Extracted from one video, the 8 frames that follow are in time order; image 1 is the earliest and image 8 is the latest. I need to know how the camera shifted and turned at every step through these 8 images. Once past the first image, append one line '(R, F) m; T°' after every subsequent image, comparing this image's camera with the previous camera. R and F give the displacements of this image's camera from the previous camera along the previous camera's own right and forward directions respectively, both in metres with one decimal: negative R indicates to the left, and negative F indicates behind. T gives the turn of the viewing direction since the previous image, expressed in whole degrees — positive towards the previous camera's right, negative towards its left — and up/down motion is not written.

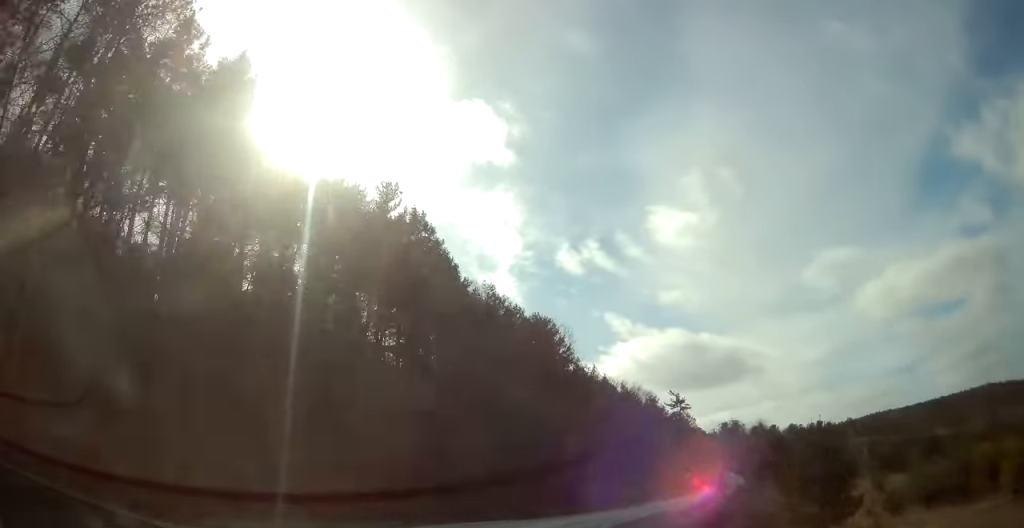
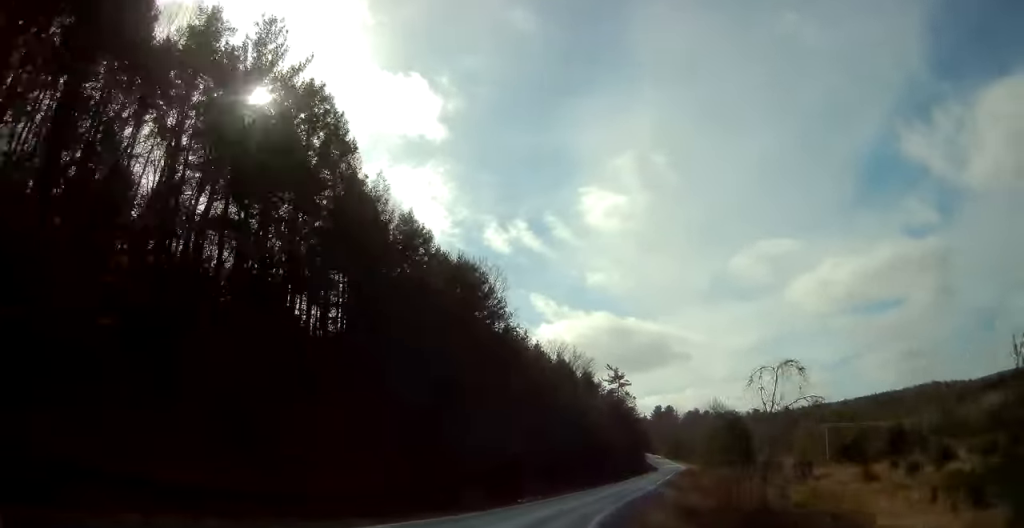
(+0.9, +14.1) m; +6°
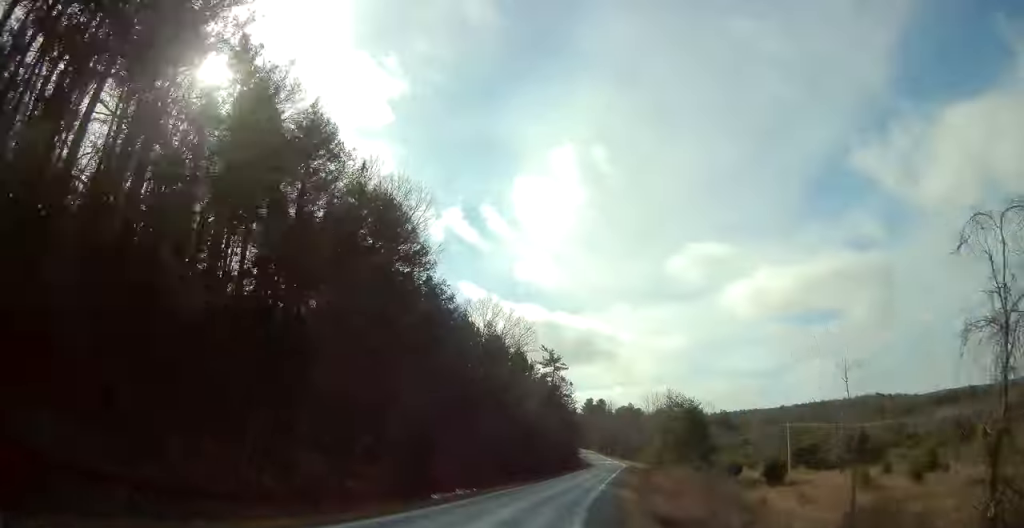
(+0.8, +13.9) m; +6°
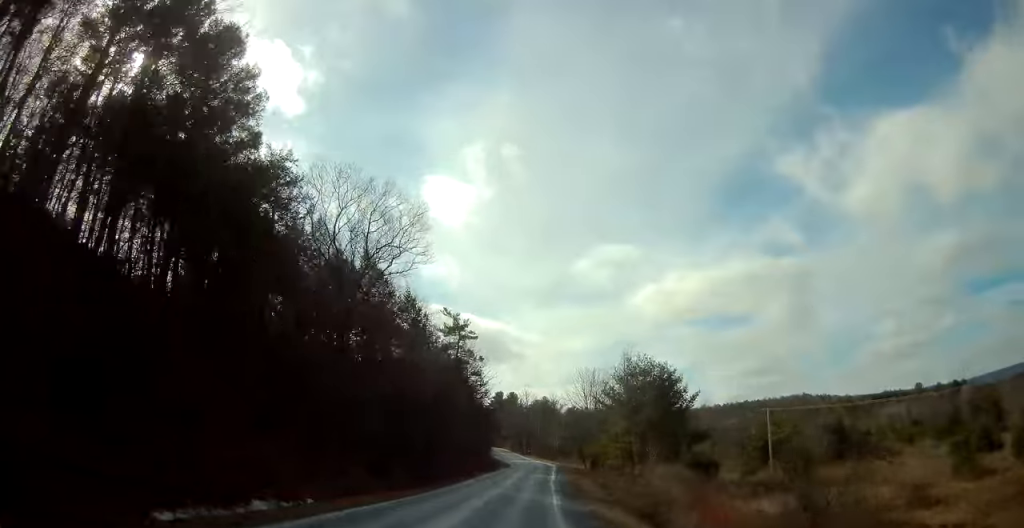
(+2.8, +26.2) m; +12°
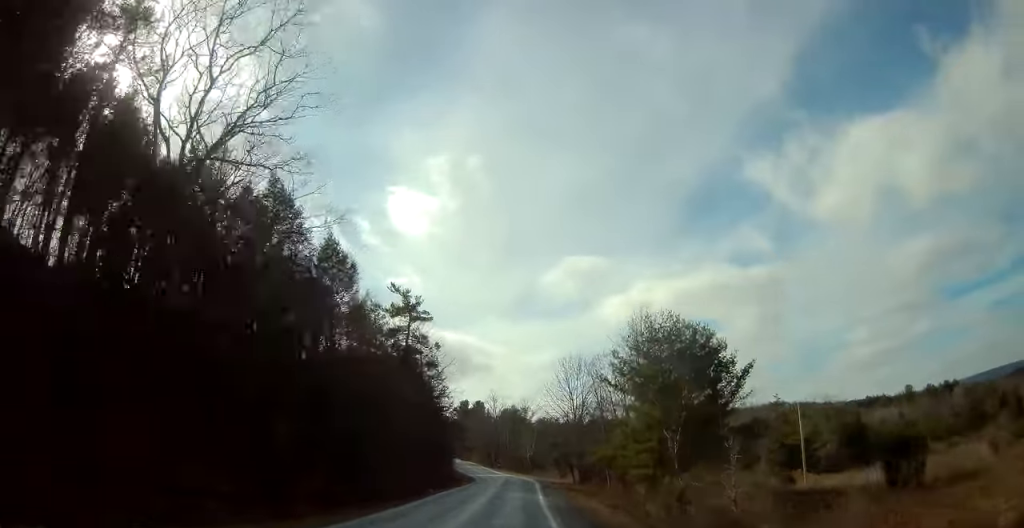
(+1.4, +17.8) m; +6°
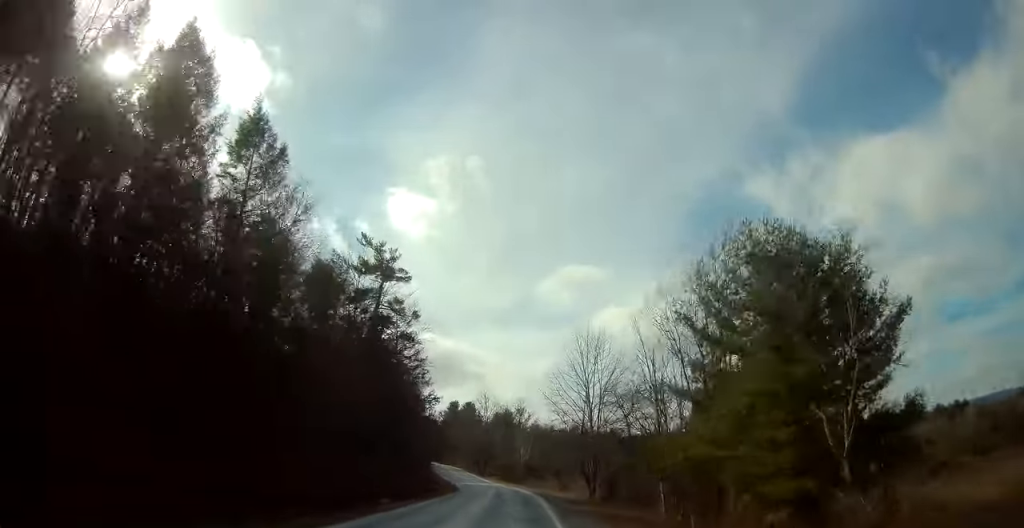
(+0.6, +15.7) m; +3°
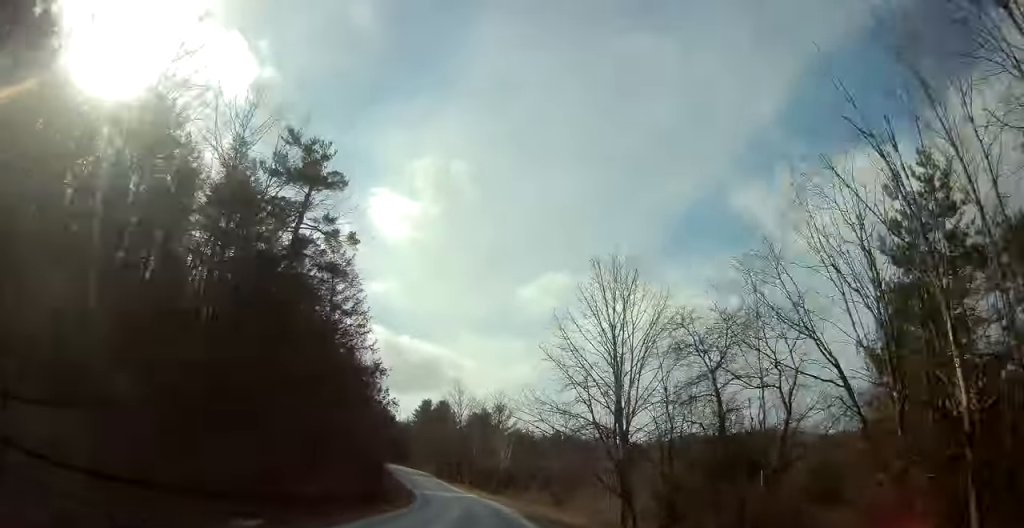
(+0.2, +19.0) m; +2°
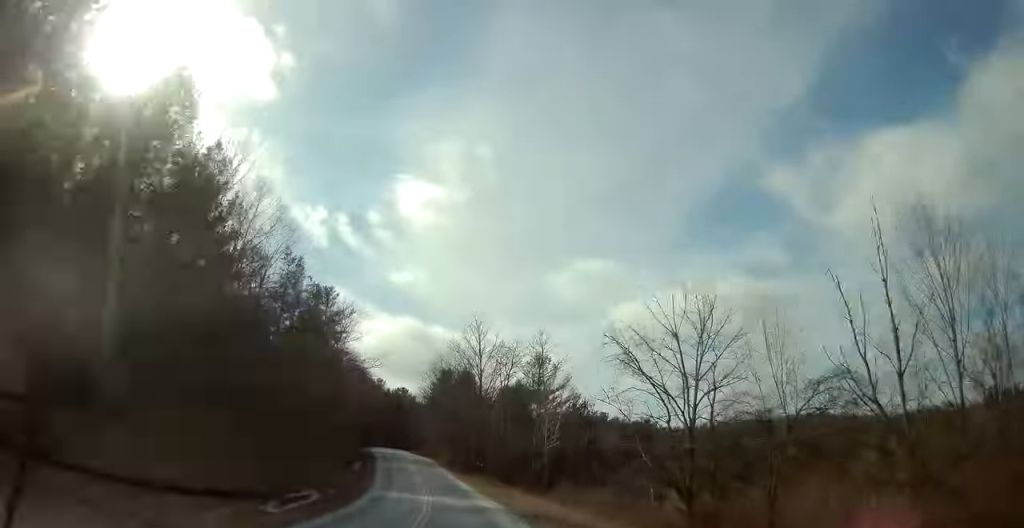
(+1.1, +36.3) m; +1°
